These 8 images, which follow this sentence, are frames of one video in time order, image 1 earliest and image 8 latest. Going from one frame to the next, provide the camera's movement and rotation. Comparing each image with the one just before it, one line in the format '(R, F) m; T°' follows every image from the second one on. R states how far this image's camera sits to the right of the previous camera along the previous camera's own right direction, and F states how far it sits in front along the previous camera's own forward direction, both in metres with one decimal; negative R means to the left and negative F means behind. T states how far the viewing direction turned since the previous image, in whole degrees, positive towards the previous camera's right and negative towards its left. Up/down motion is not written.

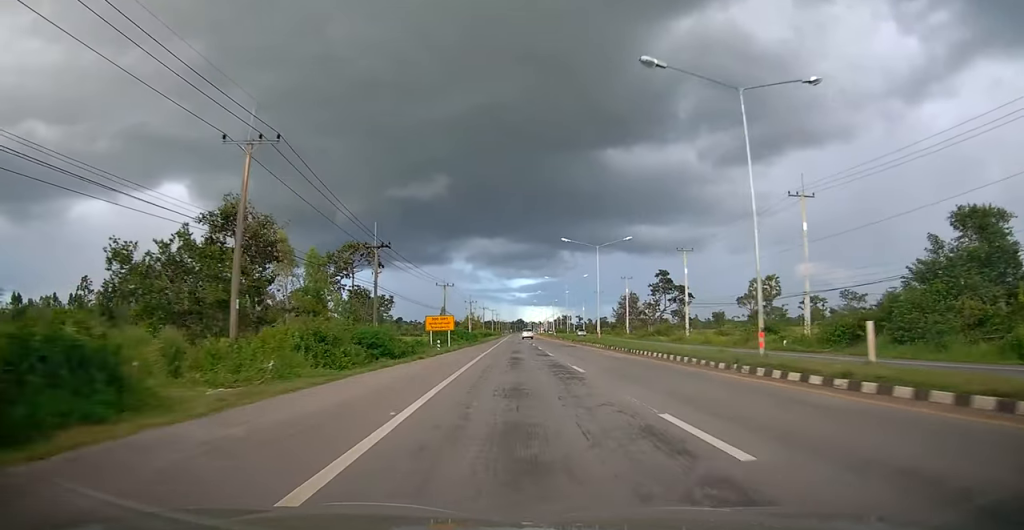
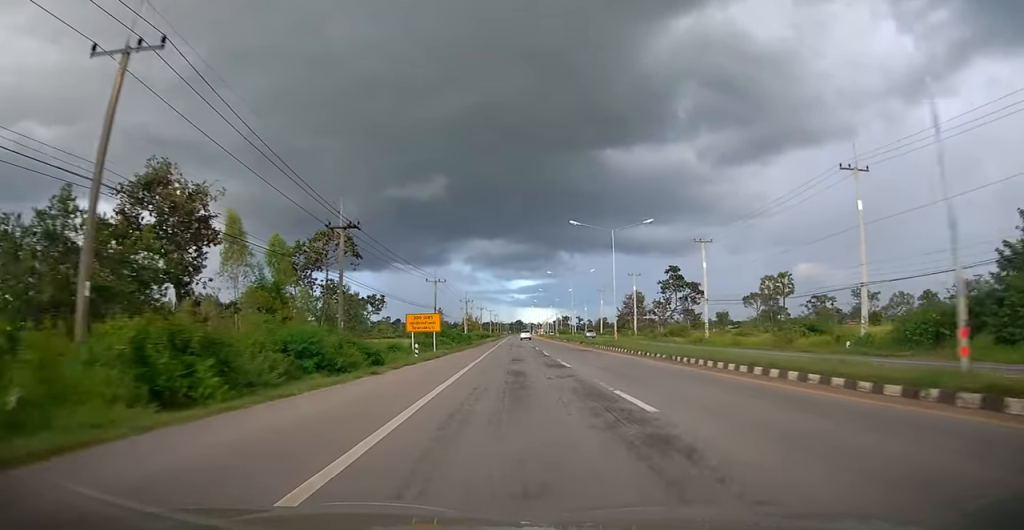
(-0.1, +8.4) m; +1°
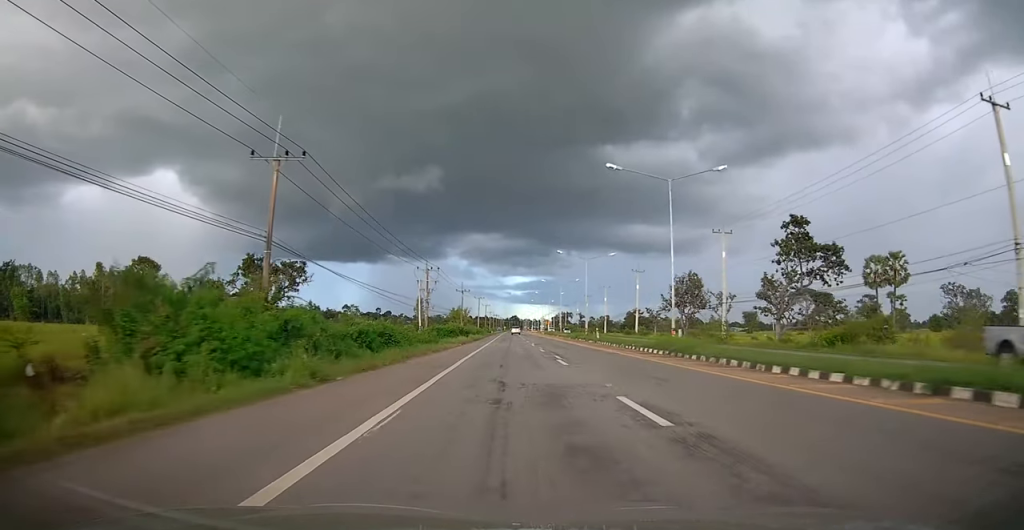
(+1.9, +48.7) m; +2°
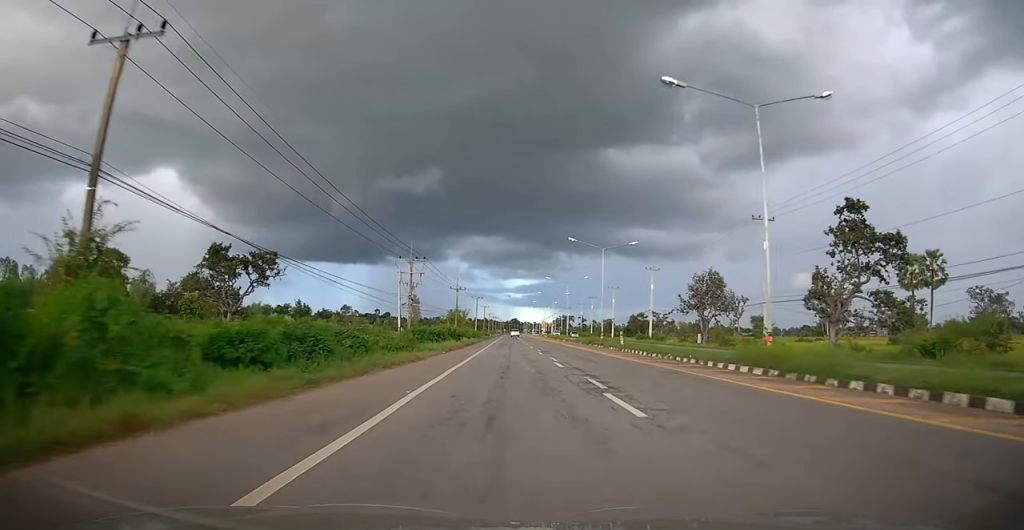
(-0.1, +10.9) m; 0°
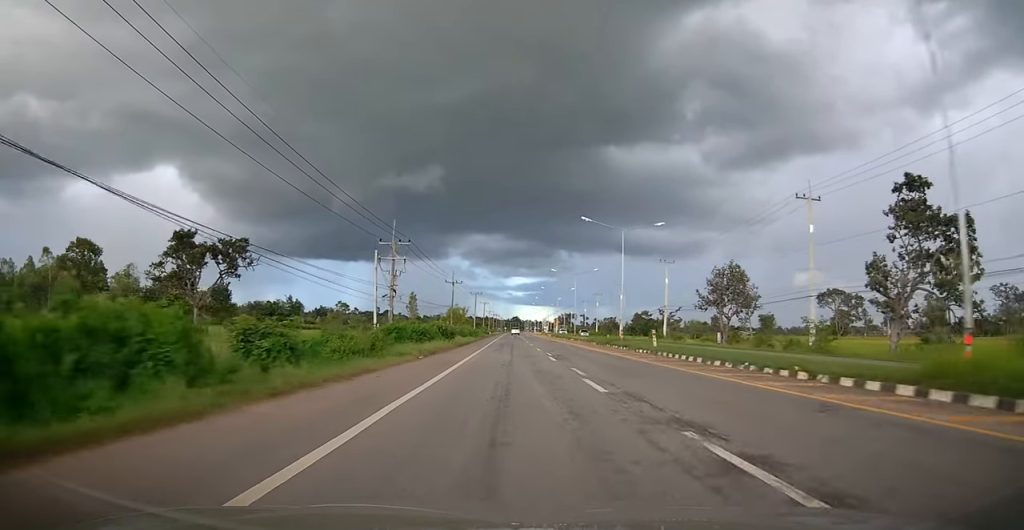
(0.0, +8.7) m; 0°
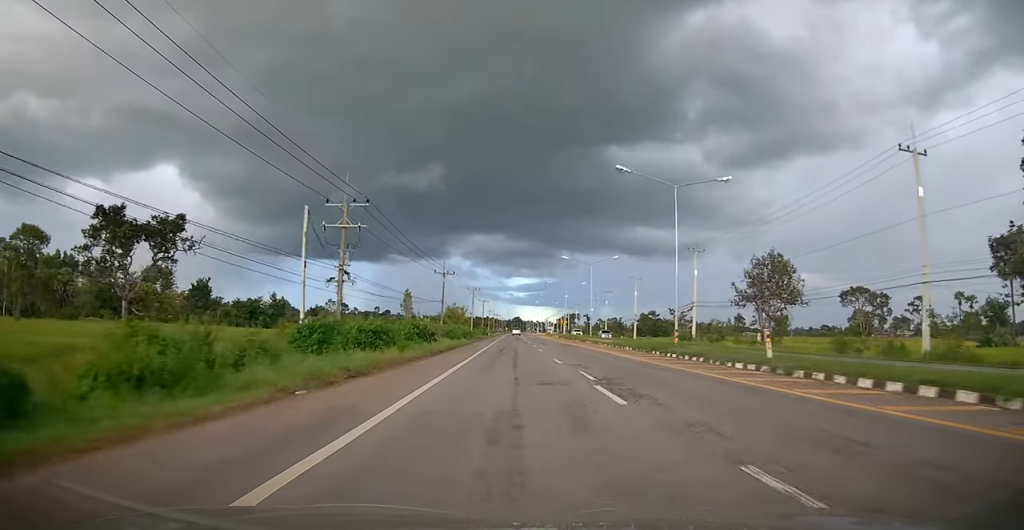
(-0.1, +13.9) m; -1°
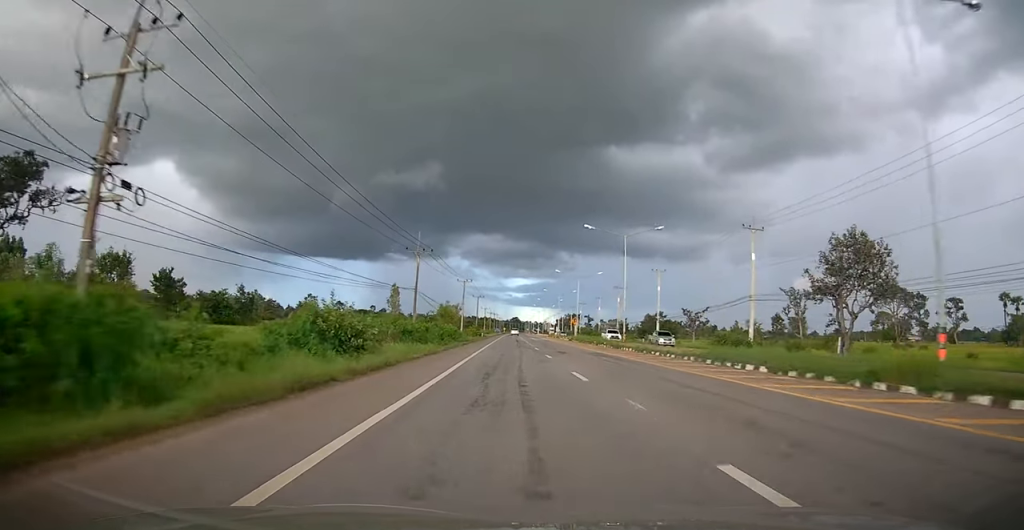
(-0.3, +19.3) m; -1°
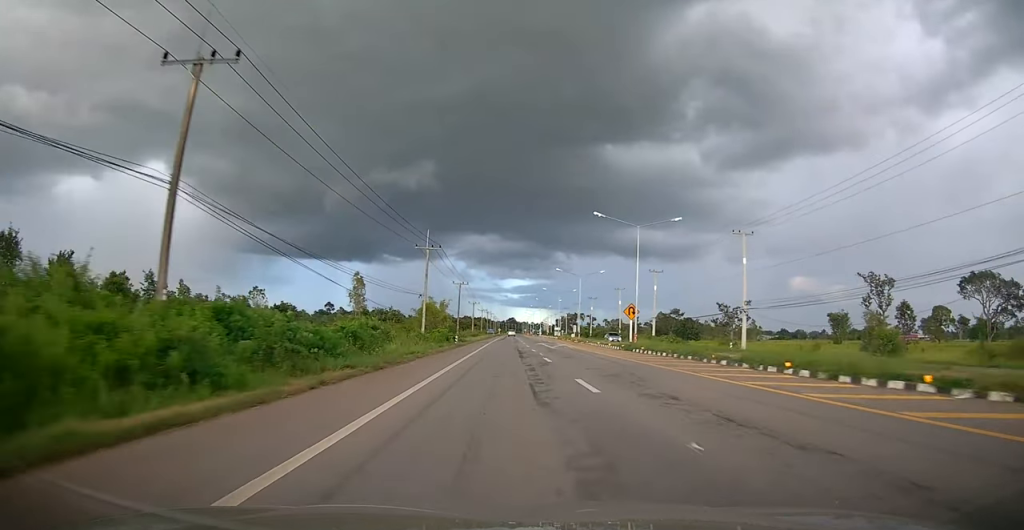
(+0.4, +38.1) m; +2°
